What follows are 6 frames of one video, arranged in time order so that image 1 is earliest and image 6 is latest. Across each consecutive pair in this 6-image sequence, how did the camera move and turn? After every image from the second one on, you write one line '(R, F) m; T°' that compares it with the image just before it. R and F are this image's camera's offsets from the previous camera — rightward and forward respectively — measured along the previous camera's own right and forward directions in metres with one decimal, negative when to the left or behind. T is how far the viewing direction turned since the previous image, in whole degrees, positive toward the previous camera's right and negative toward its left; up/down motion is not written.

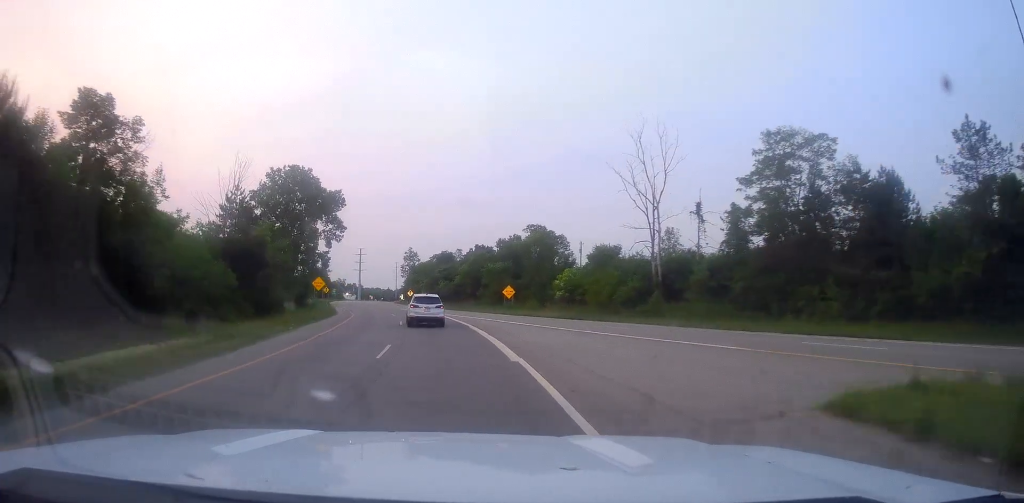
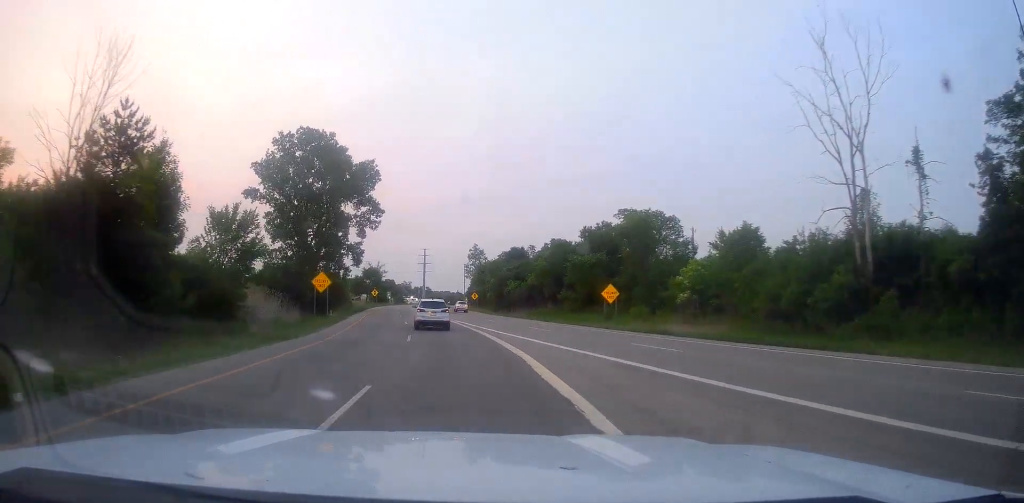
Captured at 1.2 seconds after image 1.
(-0.8, +24.7) m; -7°
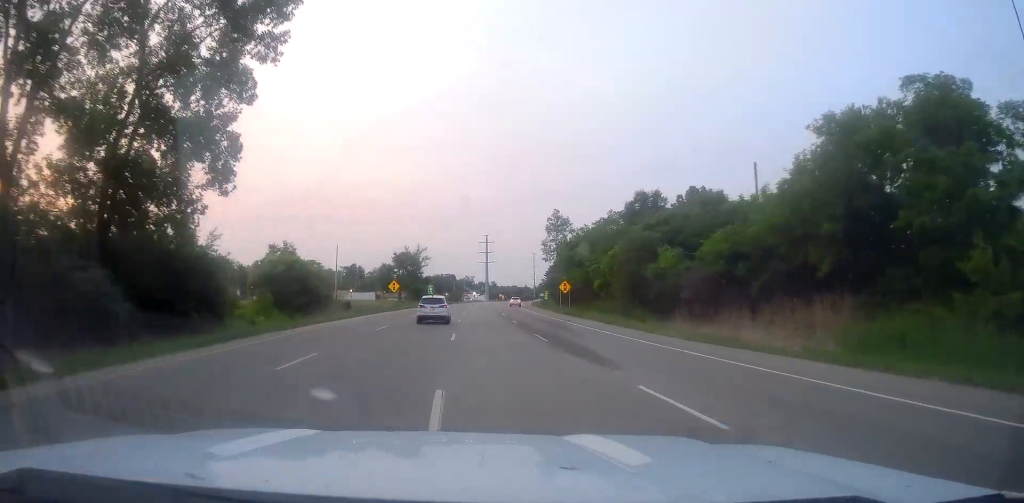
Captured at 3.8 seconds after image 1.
(-7.3, +54.4) m; -14°
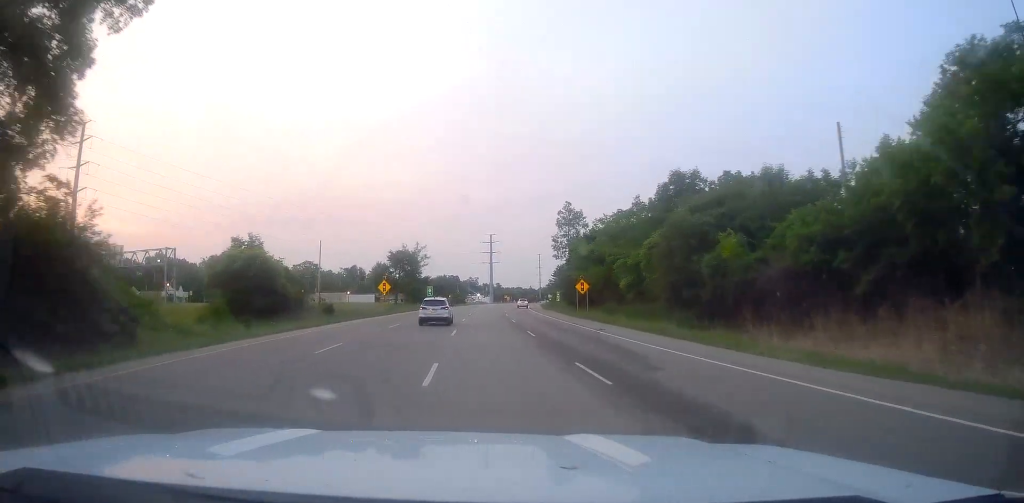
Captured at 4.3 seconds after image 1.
(-0.3, +10.4) m; -2°
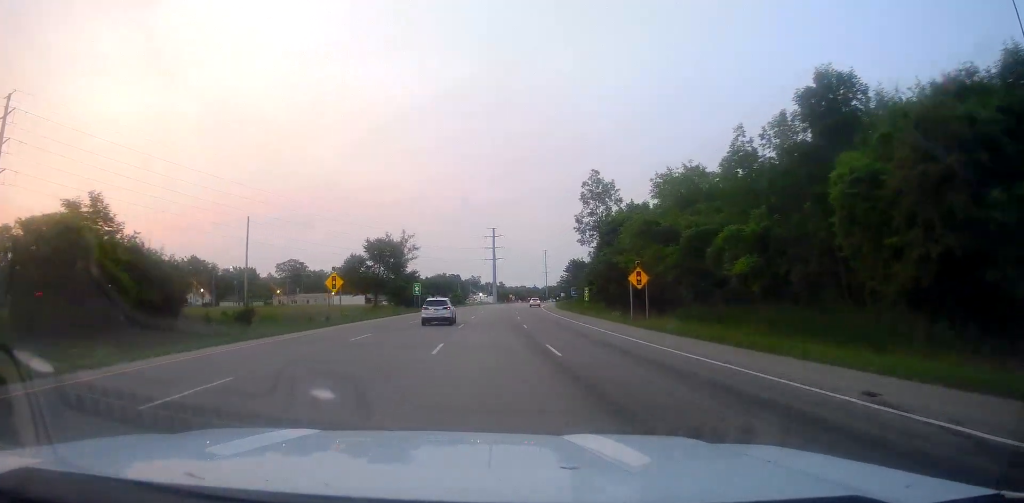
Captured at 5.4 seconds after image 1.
(-0.4, +23.4) m; -1°
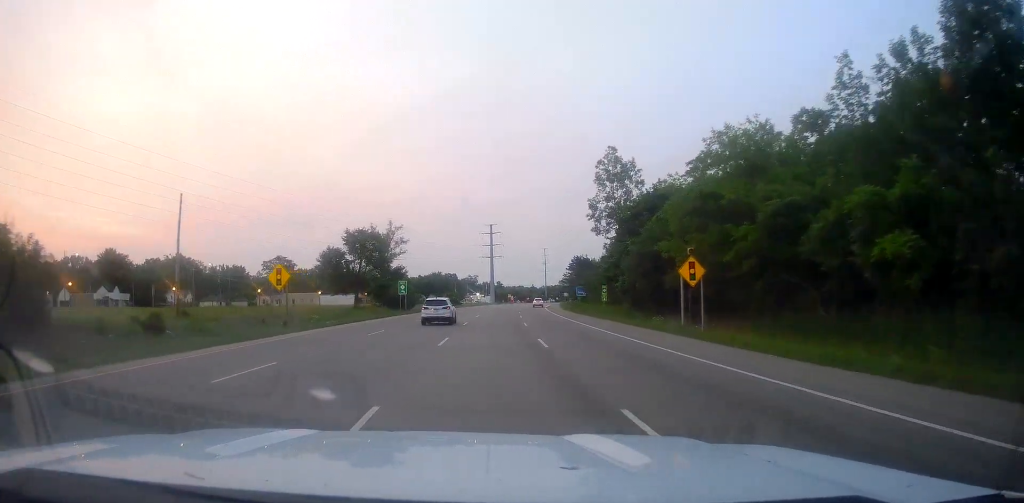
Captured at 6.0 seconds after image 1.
(-0.3, +11.6) m; 0°
